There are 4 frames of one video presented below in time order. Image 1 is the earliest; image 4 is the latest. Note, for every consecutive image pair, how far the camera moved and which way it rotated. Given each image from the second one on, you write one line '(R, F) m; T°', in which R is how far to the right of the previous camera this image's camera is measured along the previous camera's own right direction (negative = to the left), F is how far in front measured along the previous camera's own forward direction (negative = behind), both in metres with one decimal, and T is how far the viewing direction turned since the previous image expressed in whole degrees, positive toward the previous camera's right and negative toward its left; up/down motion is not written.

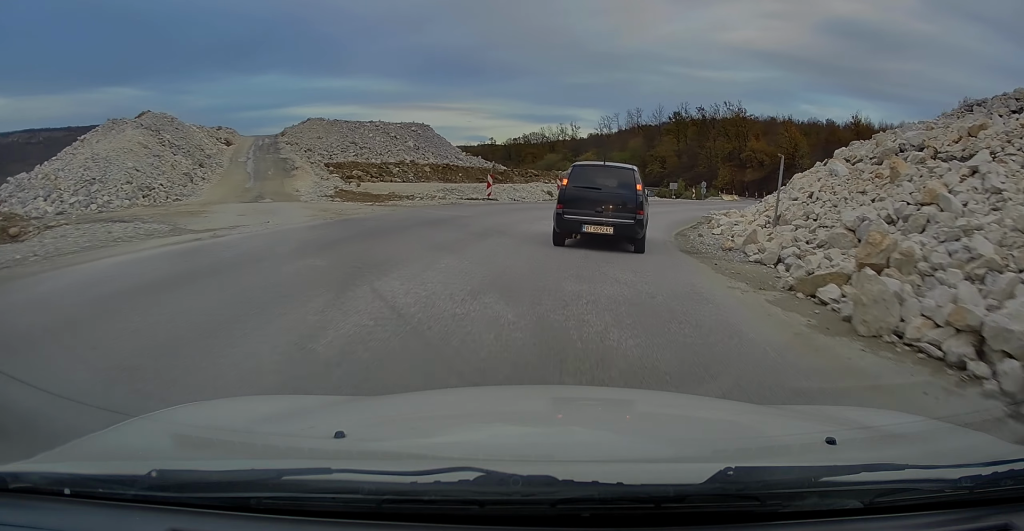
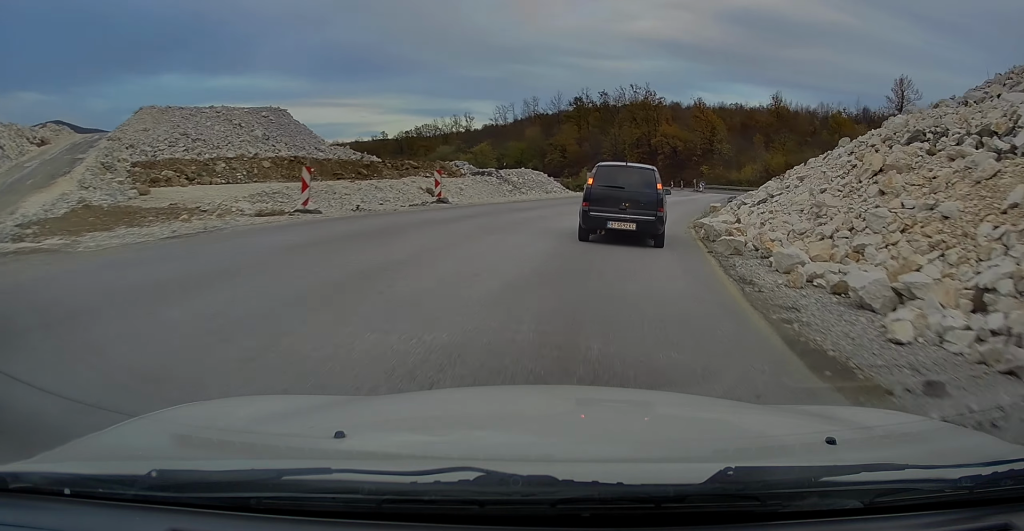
(+1.1, +13.1) m; +10°
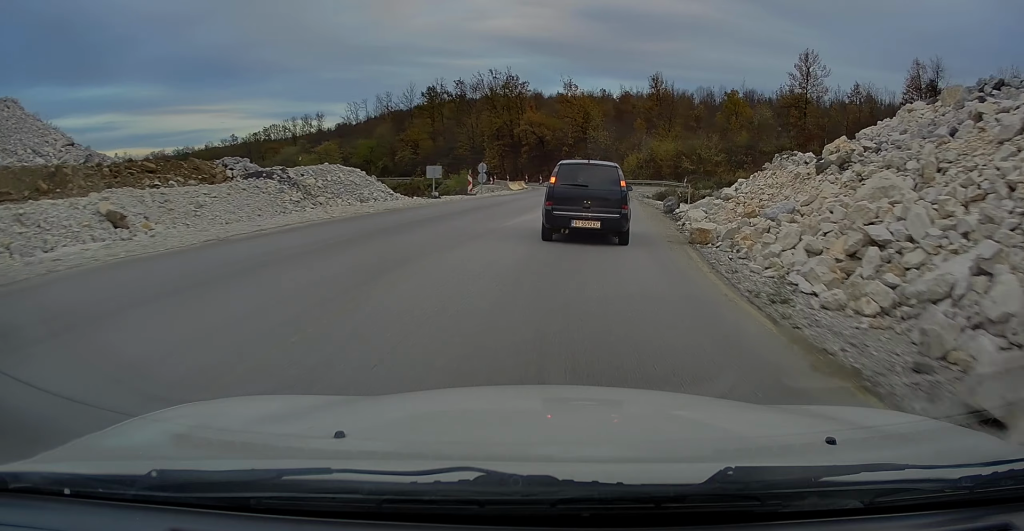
(+1.6, +17.5) m; +10°
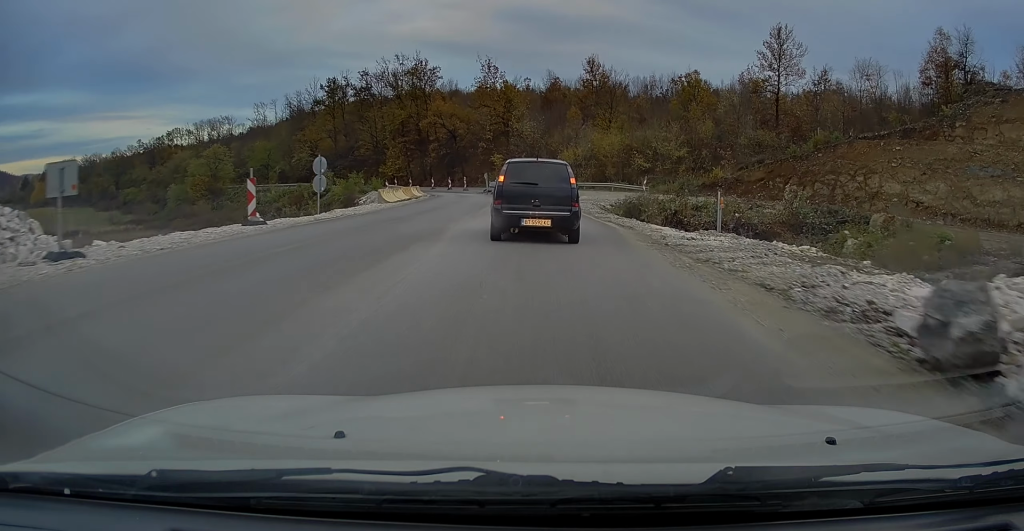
(+1.8, +21.1) m; +7°
